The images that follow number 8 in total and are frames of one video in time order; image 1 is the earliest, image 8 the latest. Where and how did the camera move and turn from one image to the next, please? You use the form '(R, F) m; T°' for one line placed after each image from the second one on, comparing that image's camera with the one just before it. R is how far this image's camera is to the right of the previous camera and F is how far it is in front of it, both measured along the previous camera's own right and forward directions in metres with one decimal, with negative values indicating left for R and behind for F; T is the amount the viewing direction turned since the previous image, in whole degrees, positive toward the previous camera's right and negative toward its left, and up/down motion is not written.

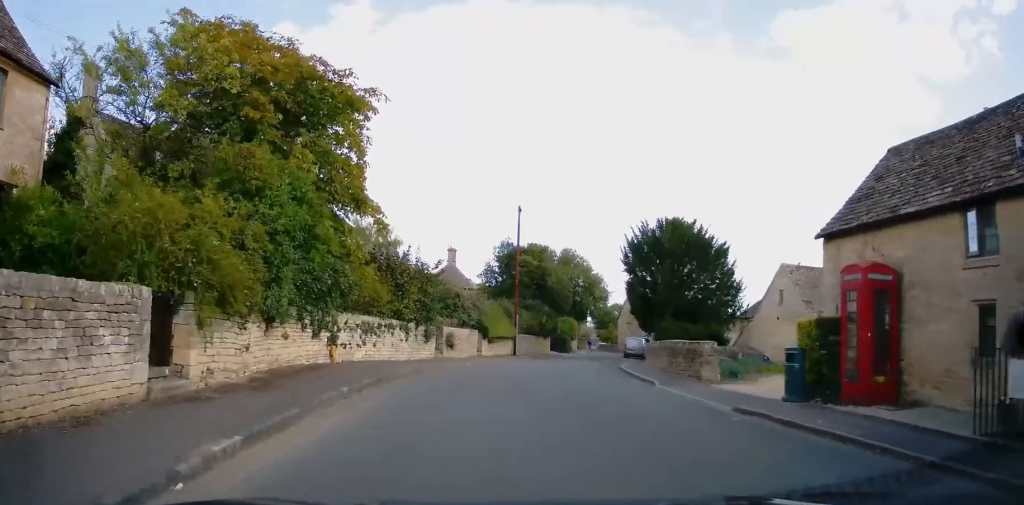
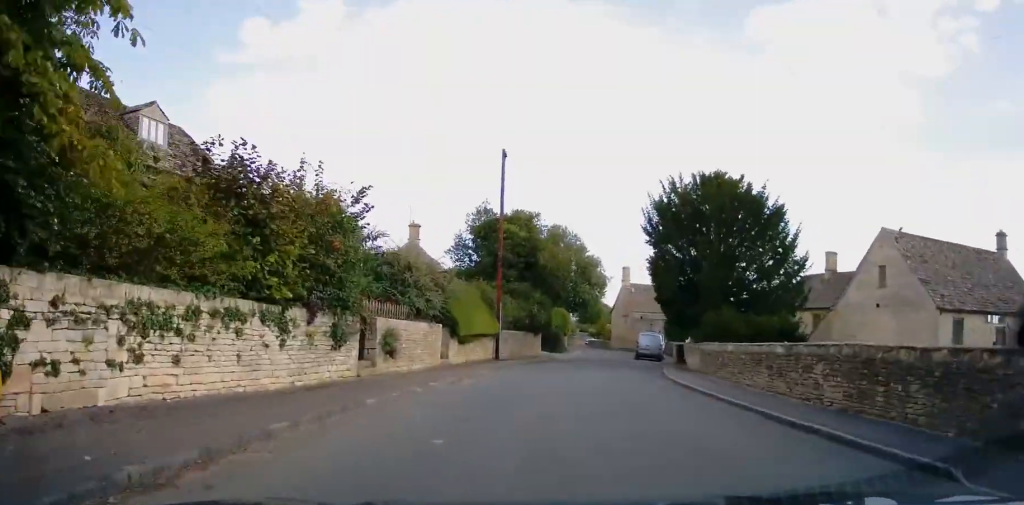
(+0.4, +12.1) m; +1°
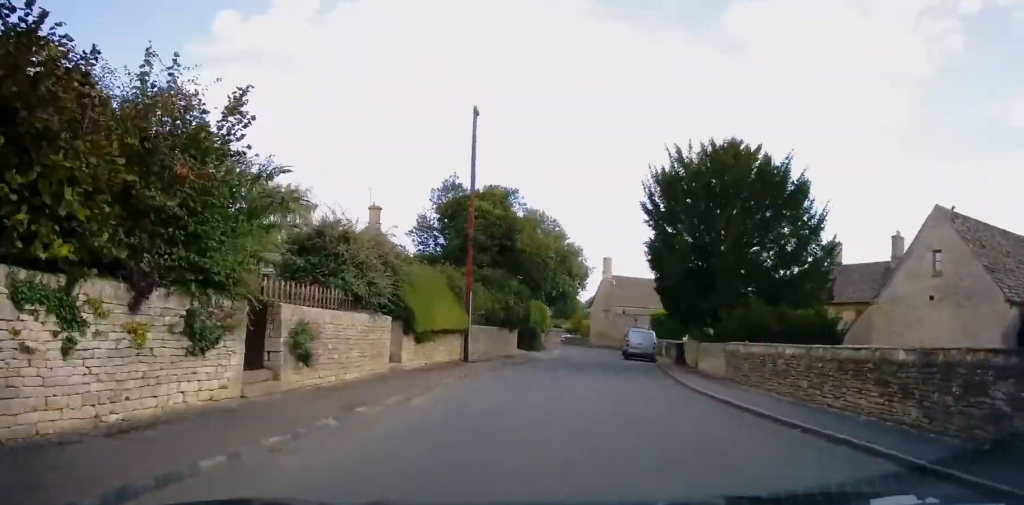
(-0.4, +5.3) m; +2°
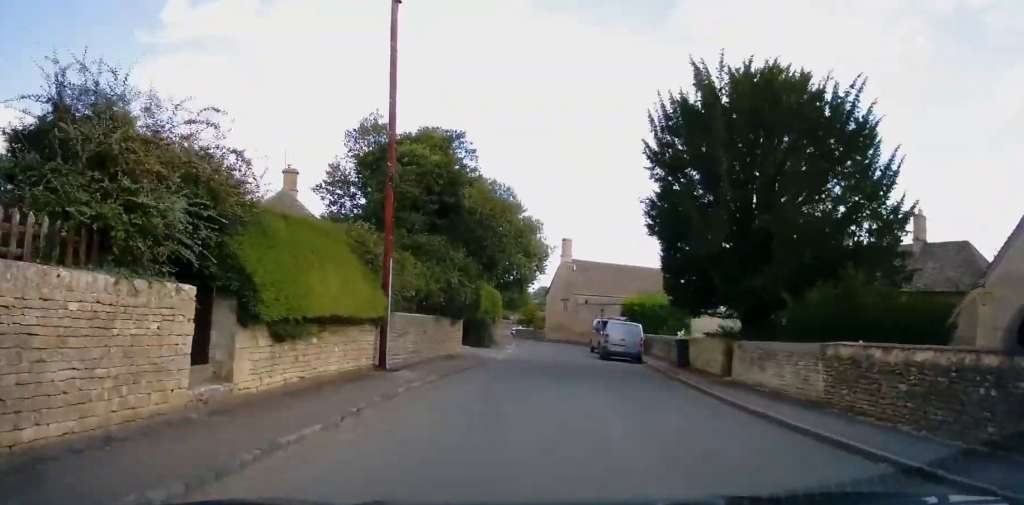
(+0.8, +8.7) m; +6°
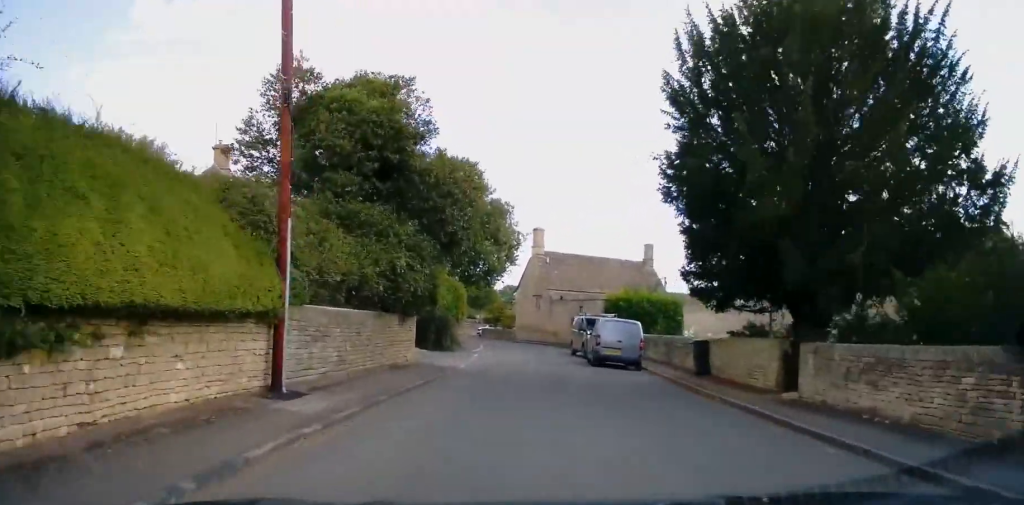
(+0.1, +5.6) m; +3°
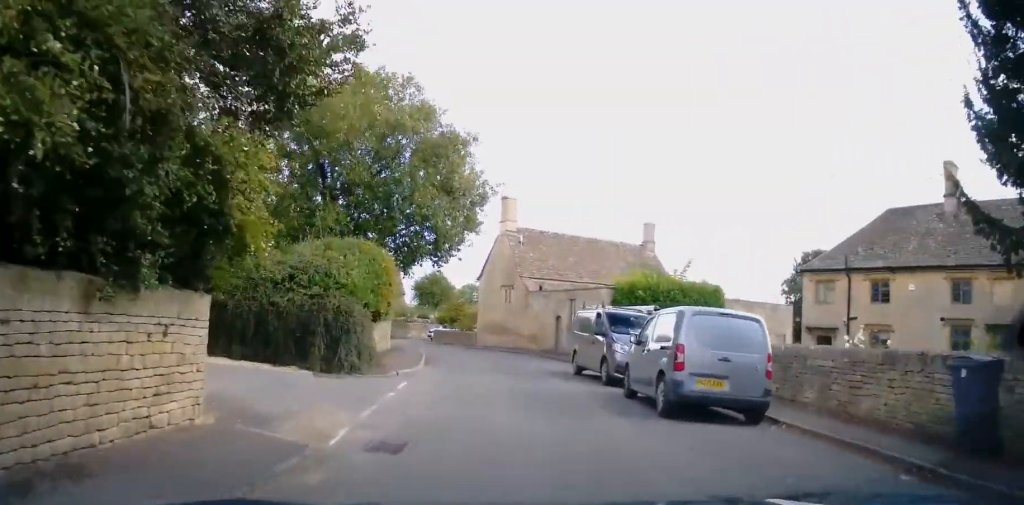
(+0.6, +12.8) m; +5°
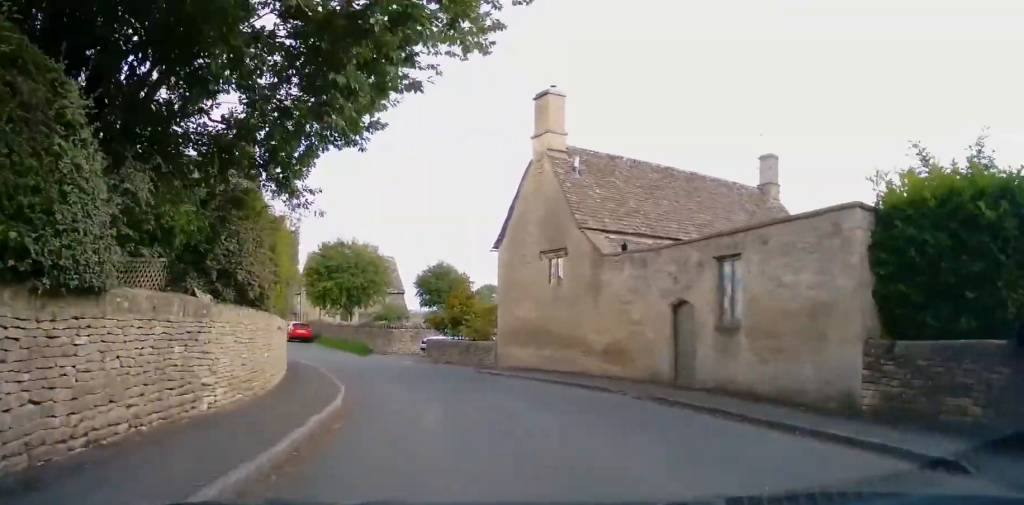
(+0.3, +17.0) m; -2°
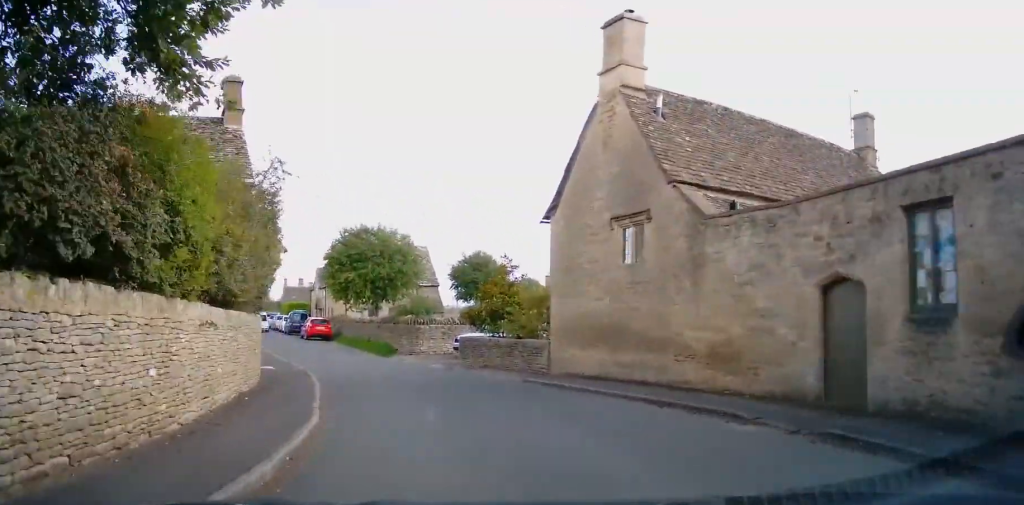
(-0.2, +4.7) m; -4°
